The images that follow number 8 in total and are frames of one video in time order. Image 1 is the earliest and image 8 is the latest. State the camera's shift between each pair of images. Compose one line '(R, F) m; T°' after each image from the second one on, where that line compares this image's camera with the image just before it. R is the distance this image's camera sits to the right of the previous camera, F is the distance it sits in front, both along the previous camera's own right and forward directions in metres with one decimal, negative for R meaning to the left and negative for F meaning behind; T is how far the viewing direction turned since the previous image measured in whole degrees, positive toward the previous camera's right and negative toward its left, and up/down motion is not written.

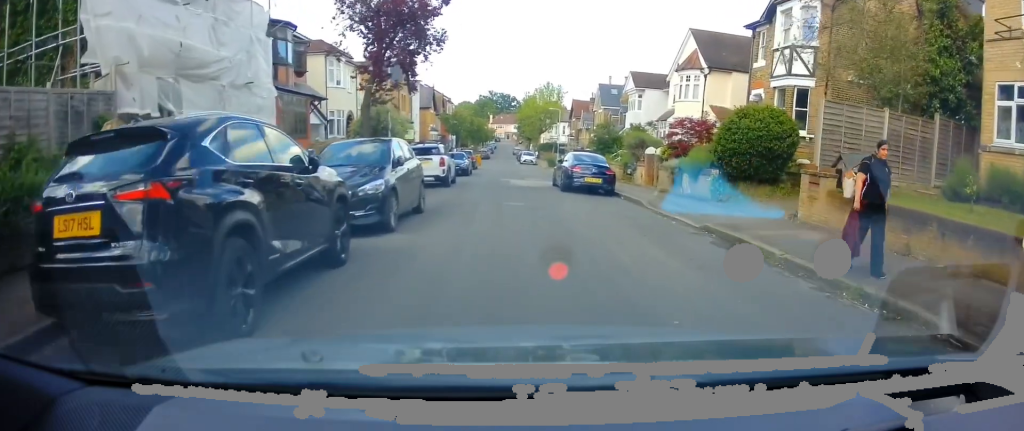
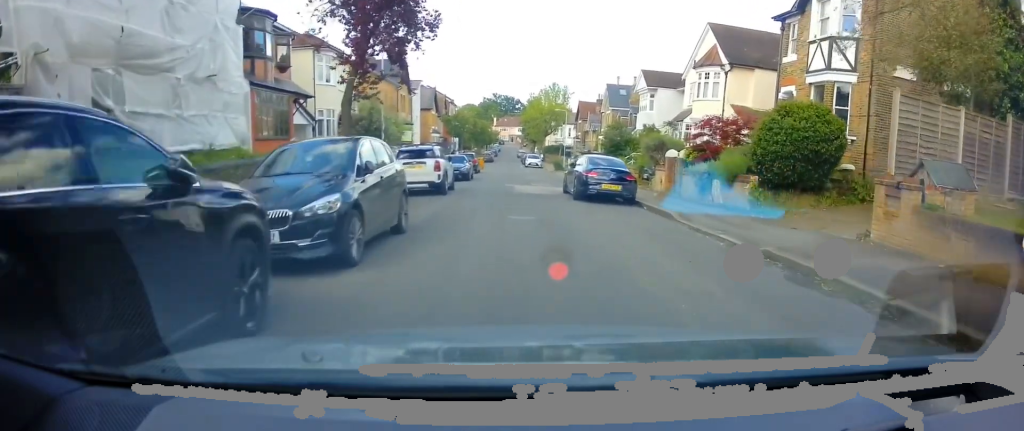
(0.0, +2.6) m; -1°
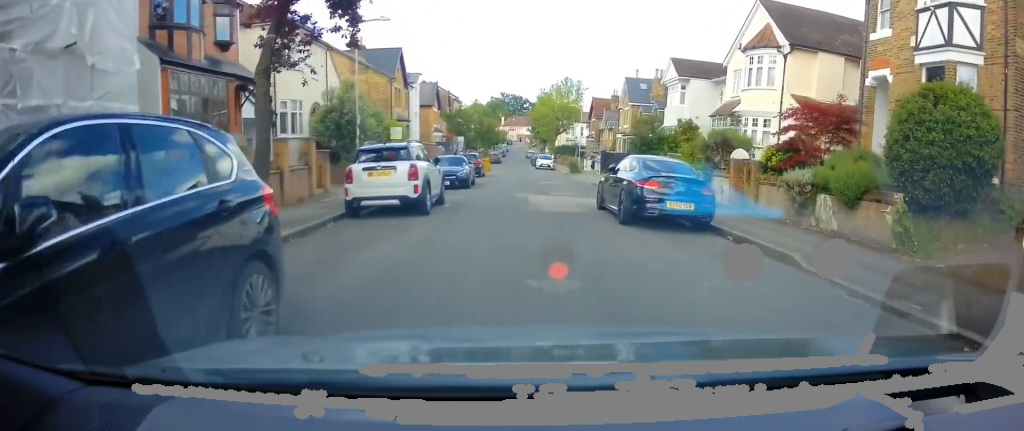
(0.0, +5.9) m; 0°
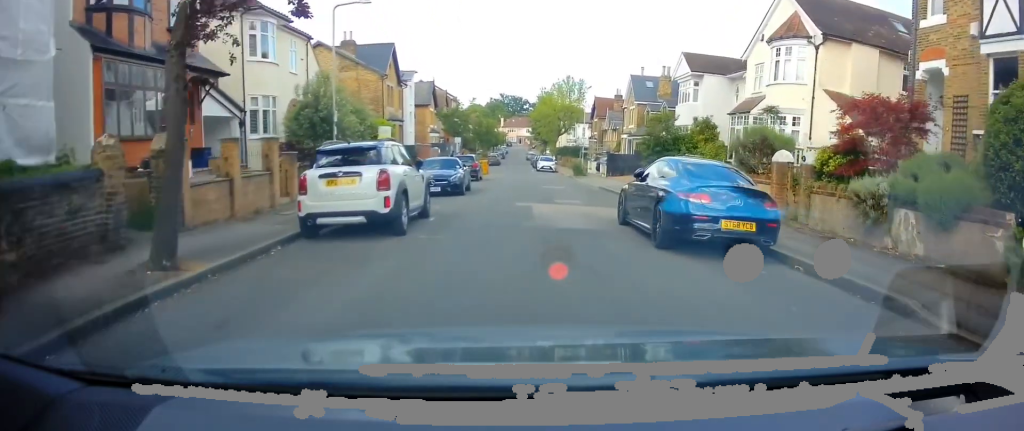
(0.0, +2.7) m; 0°
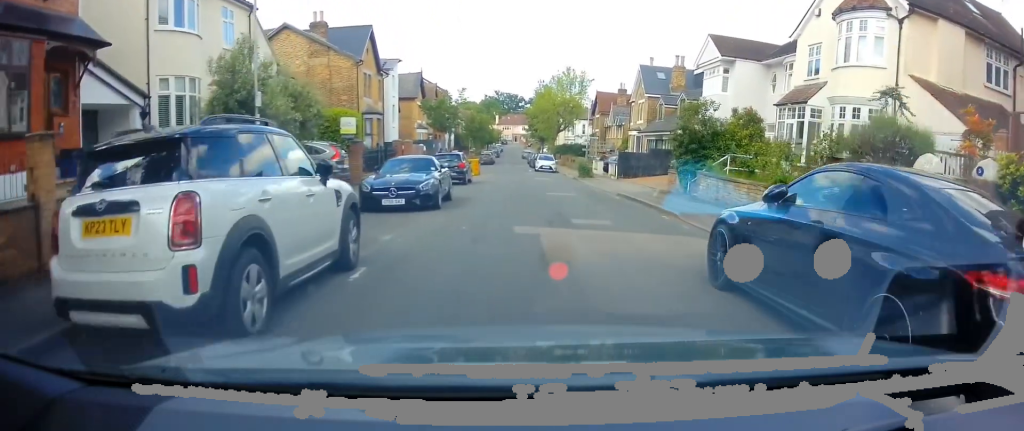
(0.0, +5.5) m; +1°
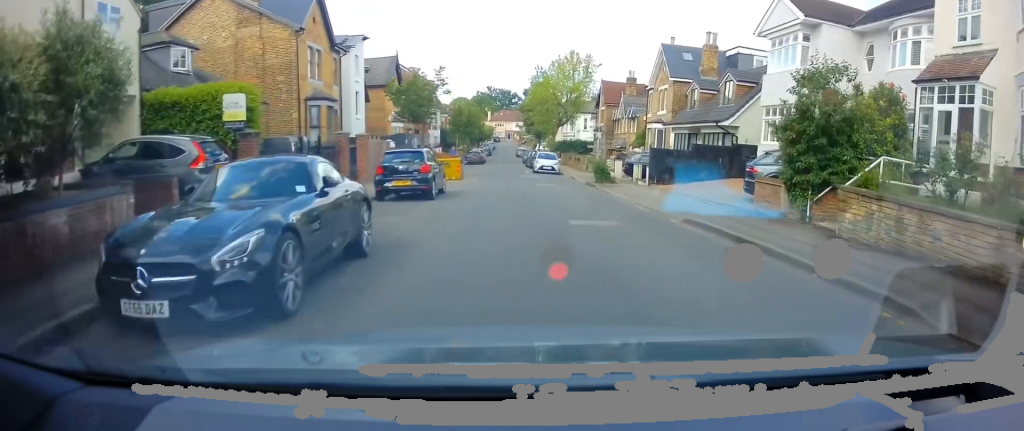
(0.0, +9.0) m; 0°
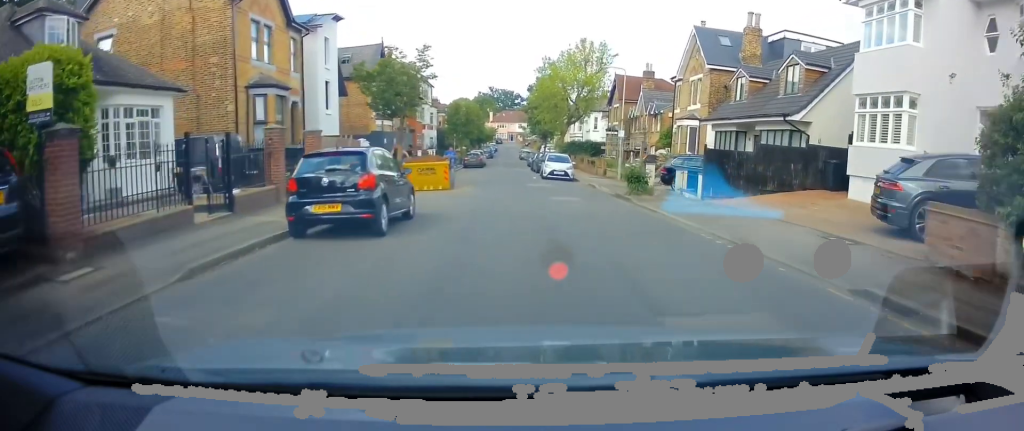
(0.0, +6.6) m; +3°
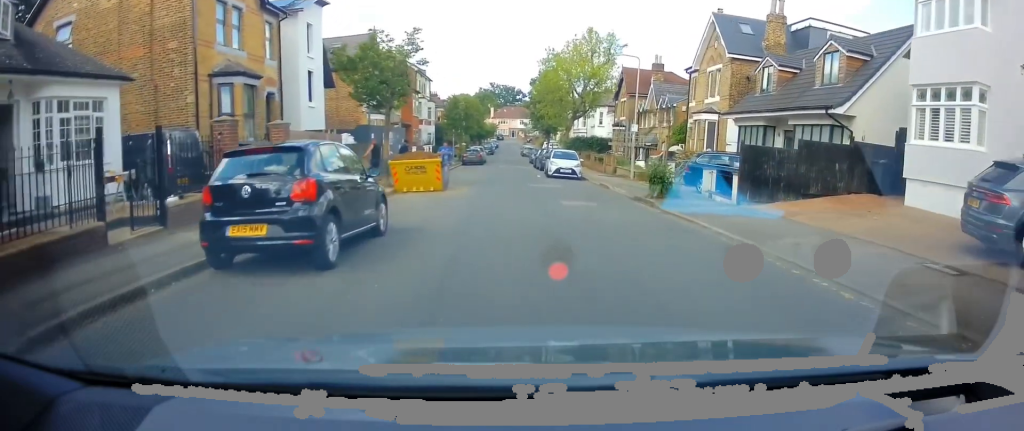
(+0.1, +2.8) m; -1°
